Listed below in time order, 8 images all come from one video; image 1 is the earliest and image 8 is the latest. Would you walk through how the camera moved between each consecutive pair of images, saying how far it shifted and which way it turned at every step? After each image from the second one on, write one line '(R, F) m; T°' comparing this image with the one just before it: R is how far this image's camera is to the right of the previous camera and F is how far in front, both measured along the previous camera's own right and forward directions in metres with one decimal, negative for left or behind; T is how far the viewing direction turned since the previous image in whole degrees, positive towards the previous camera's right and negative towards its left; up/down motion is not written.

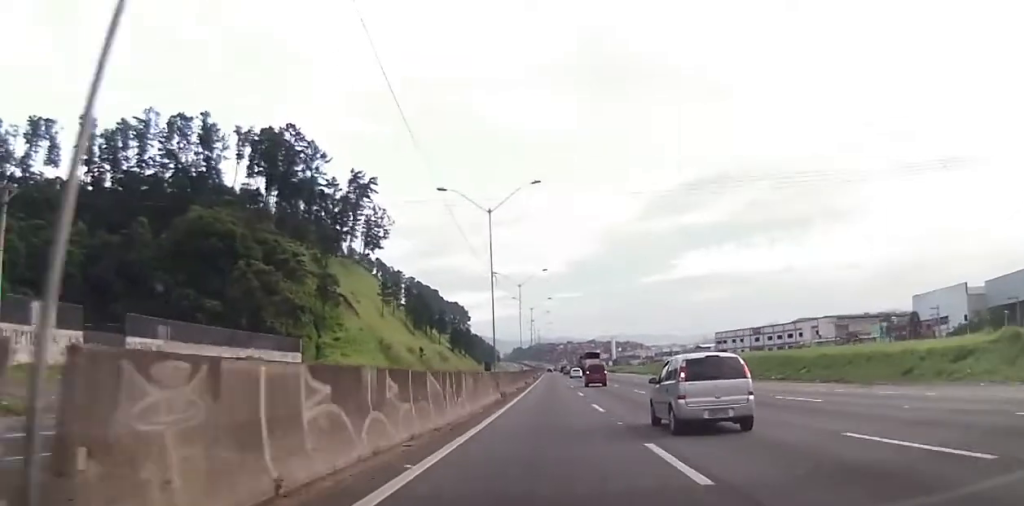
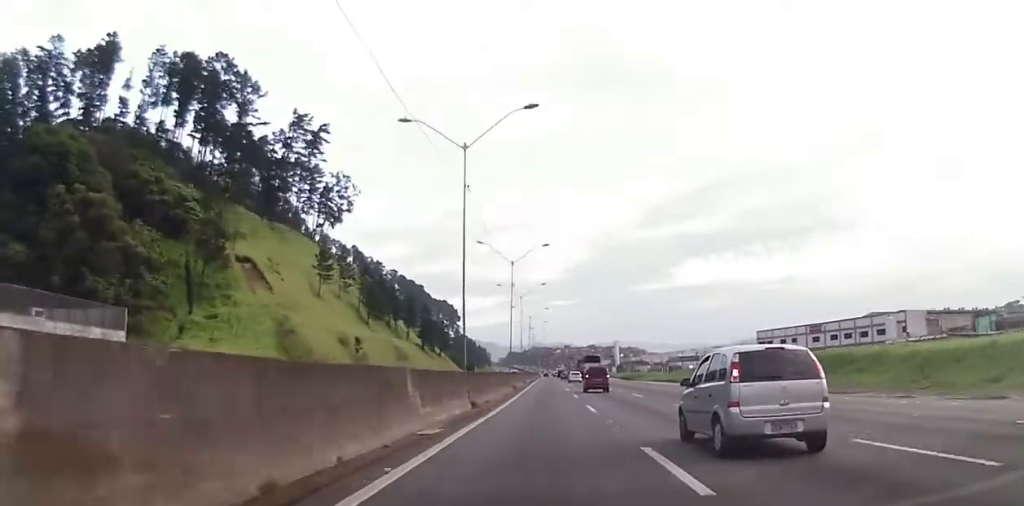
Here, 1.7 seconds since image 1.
(-0.1, +47.9) m; 0°
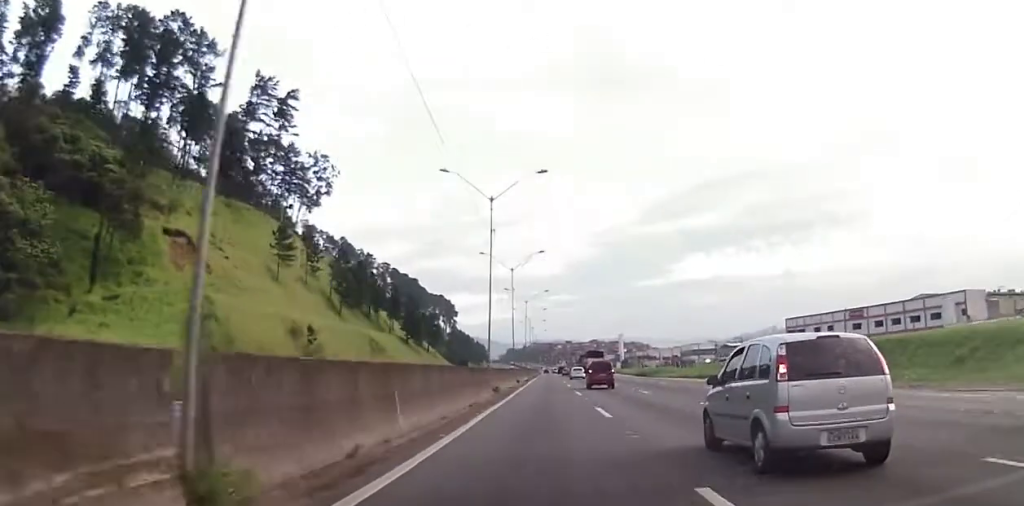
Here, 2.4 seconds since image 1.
(0.0, +21.1) m; 0°
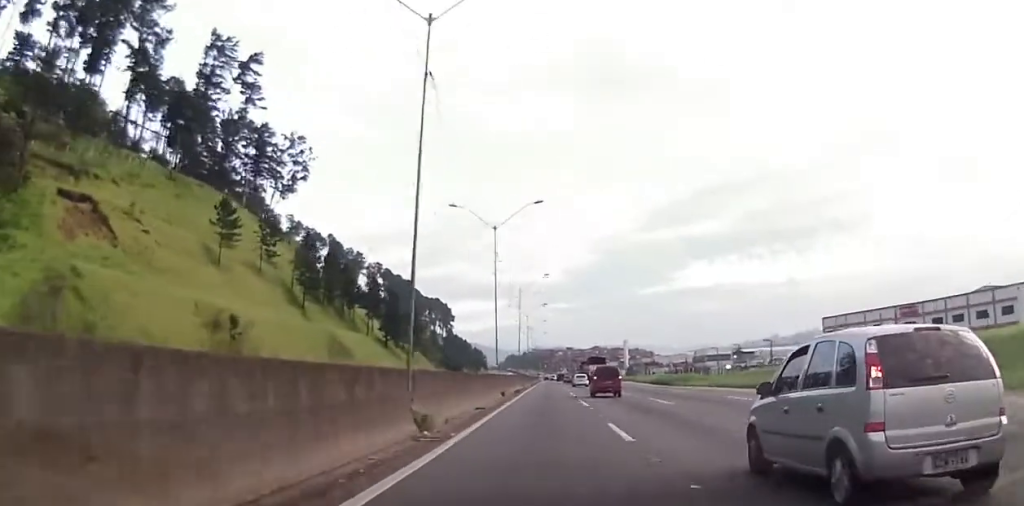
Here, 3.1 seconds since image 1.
(0.0, +21.1) m; +1°
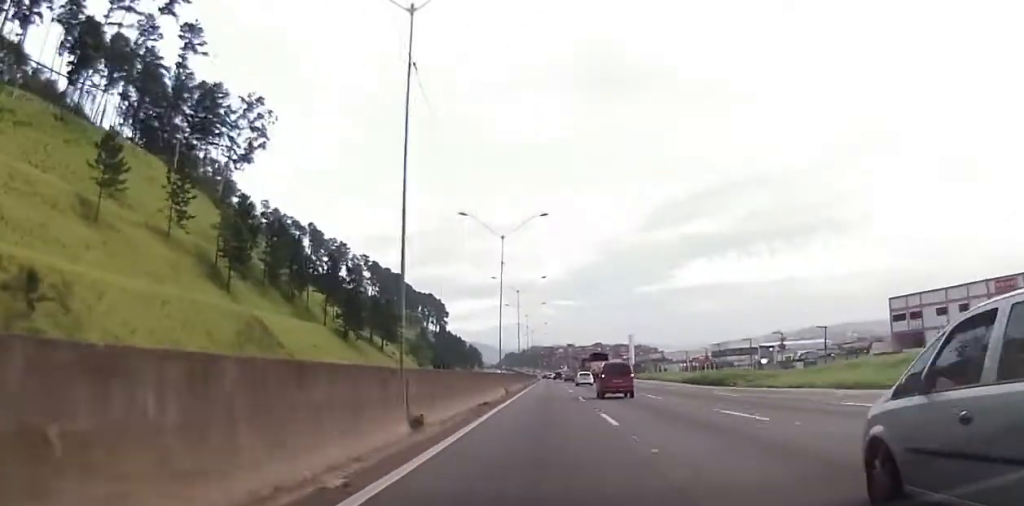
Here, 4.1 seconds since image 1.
(+0.4, +27.8) m; 0°
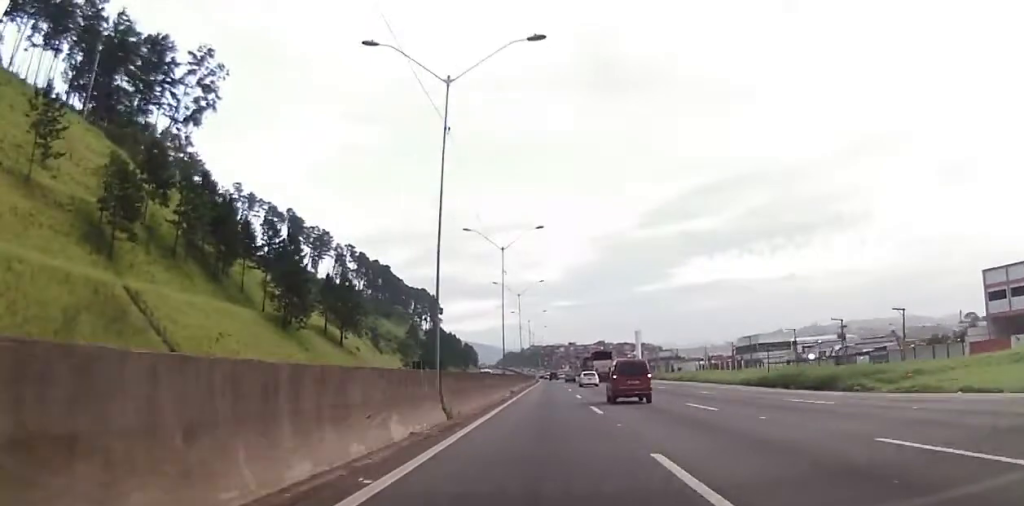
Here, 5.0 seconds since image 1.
(-0.5, +25.0) m; -1°
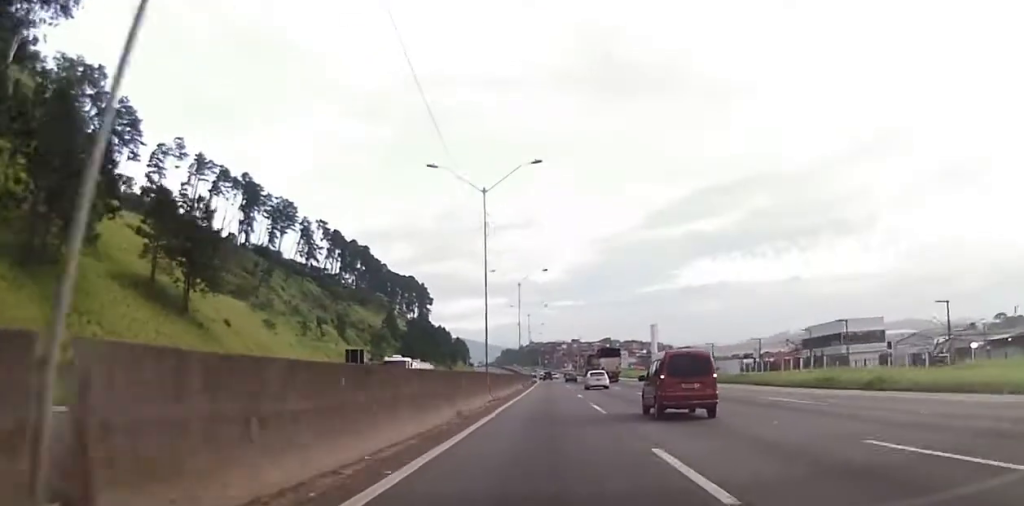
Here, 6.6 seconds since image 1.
(+0.2, +47.0) m; 0°
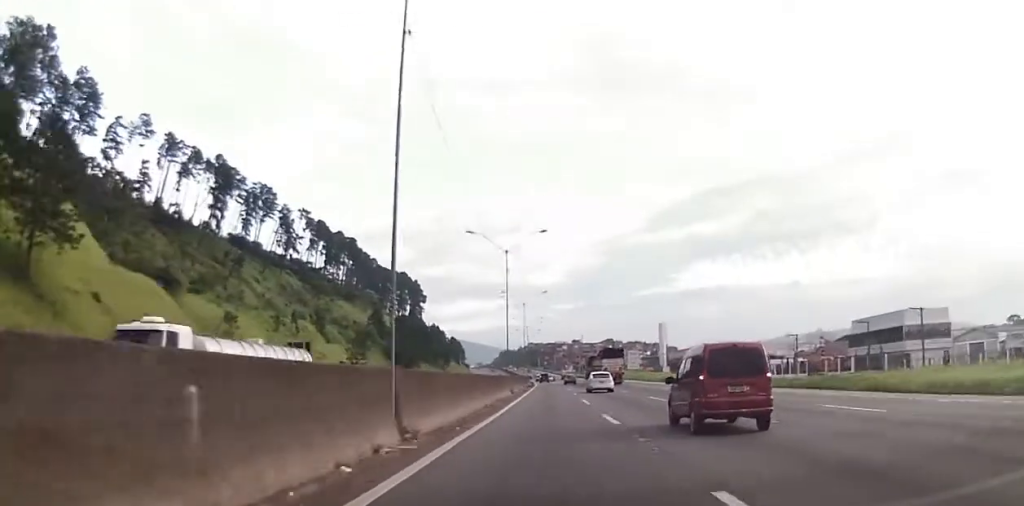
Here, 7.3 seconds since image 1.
(0.0, +21.1) m; 0°
